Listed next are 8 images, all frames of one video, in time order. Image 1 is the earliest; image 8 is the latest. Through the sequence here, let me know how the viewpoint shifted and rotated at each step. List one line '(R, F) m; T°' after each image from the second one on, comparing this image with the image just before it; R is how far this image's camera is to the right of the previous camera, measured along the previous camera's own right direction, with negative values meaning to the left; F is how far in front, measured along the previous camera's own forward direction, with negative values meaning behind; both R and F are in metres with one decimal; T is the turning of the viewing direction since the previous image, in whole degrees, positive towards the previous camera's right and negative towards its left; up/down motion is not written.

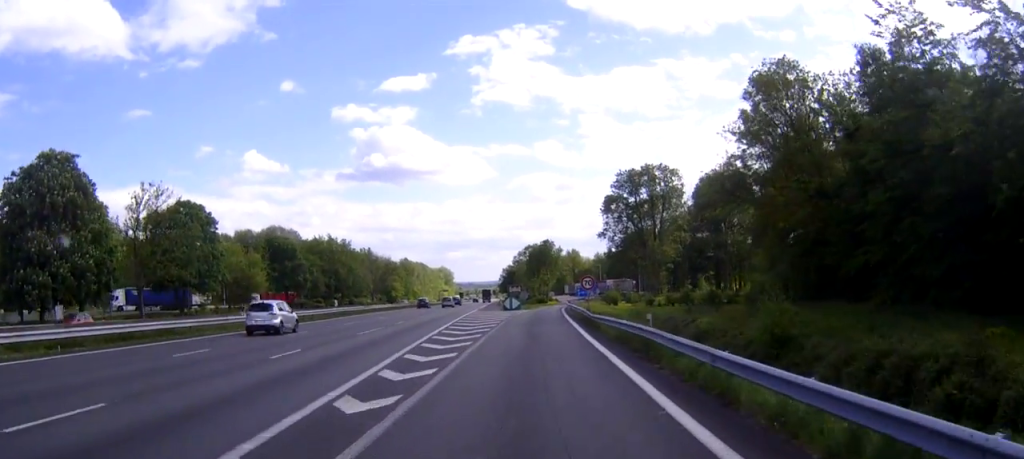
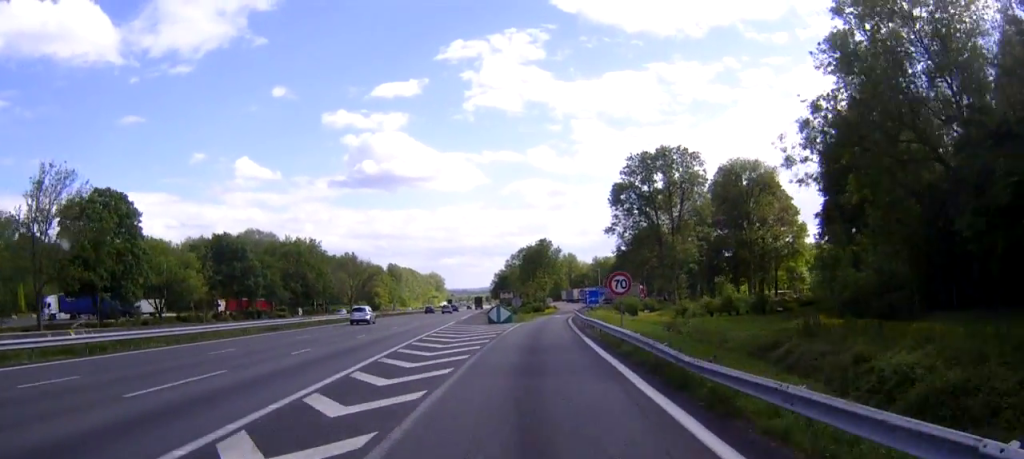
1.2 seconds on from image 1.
(+0.1, +19.4) m; +1°
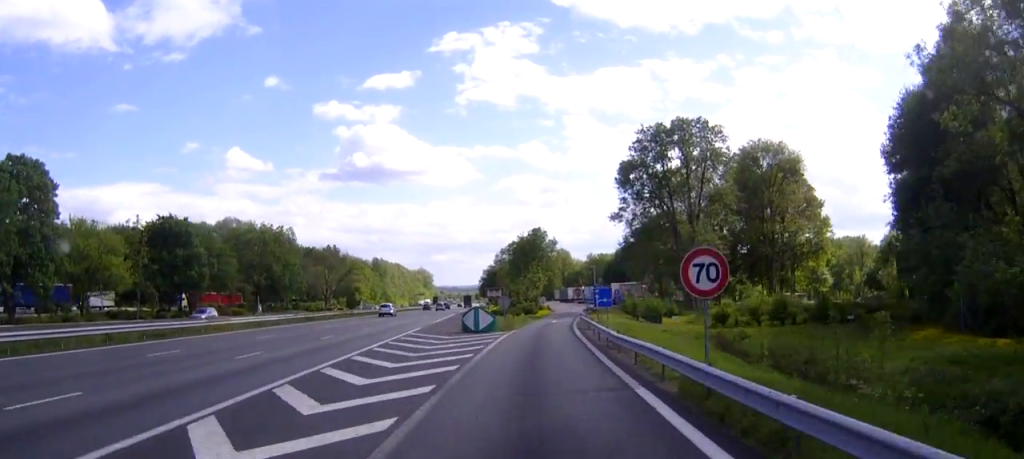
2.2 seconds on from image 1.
(0.0, +15.2) m; +1°
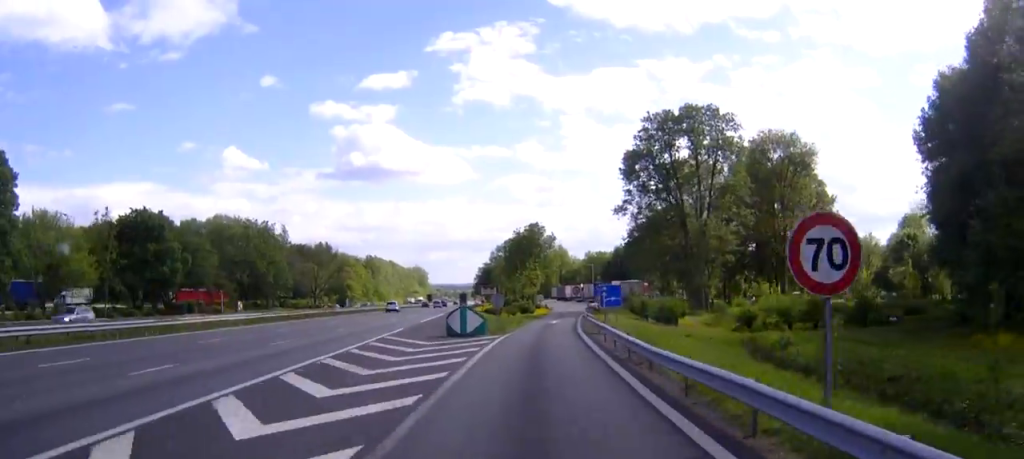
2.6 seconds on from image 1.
(0.0, +6.3) m; 0°
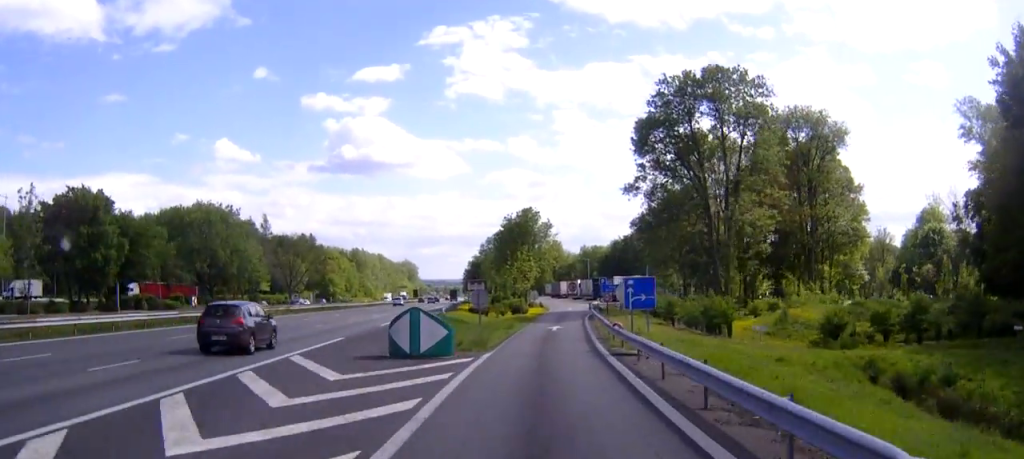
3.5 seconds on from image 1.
(+0.1, +12.5) m; +2°
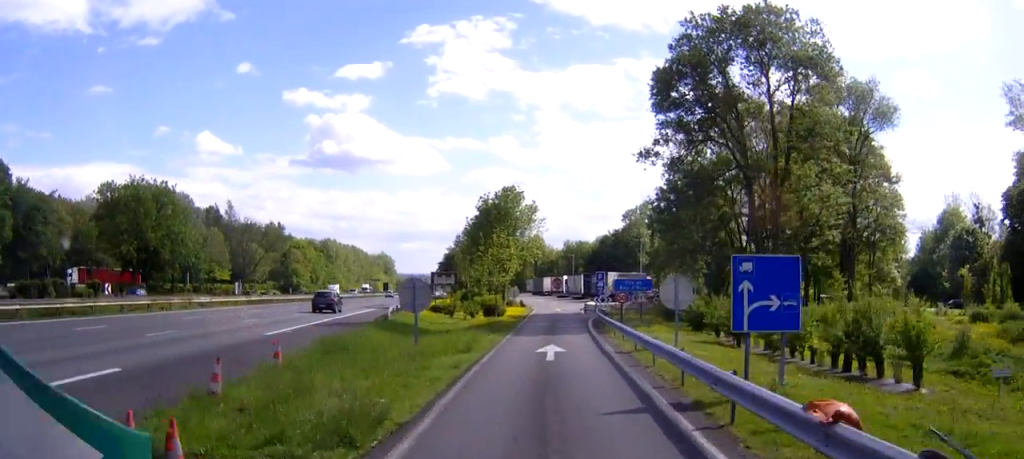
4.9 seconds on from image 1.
(+0.4, +16.2) m; +1°
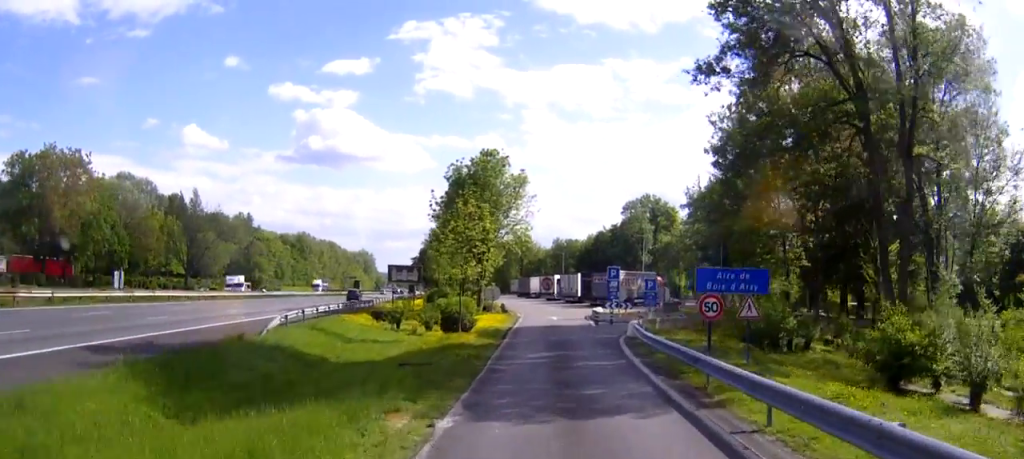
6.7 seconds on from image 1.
(+0.1, +18.2) m; +2°
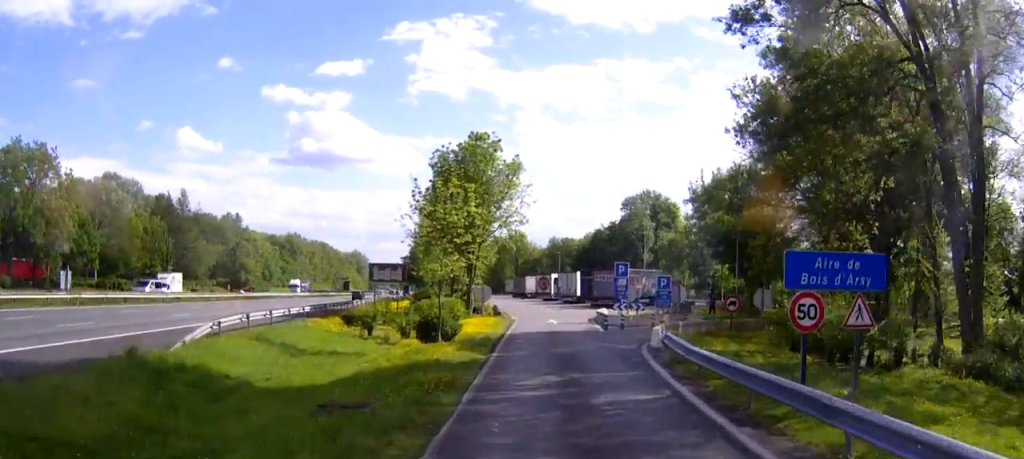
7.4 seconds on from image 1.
(+0.1, +5.7) m; +1°
